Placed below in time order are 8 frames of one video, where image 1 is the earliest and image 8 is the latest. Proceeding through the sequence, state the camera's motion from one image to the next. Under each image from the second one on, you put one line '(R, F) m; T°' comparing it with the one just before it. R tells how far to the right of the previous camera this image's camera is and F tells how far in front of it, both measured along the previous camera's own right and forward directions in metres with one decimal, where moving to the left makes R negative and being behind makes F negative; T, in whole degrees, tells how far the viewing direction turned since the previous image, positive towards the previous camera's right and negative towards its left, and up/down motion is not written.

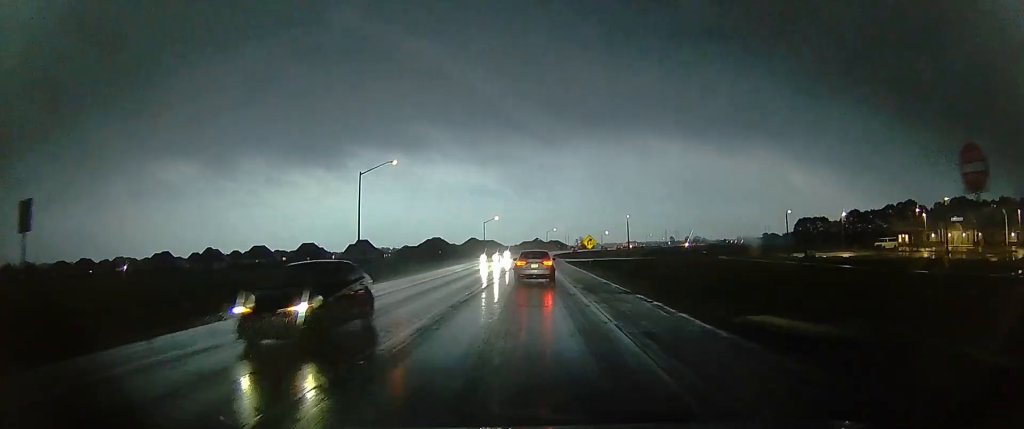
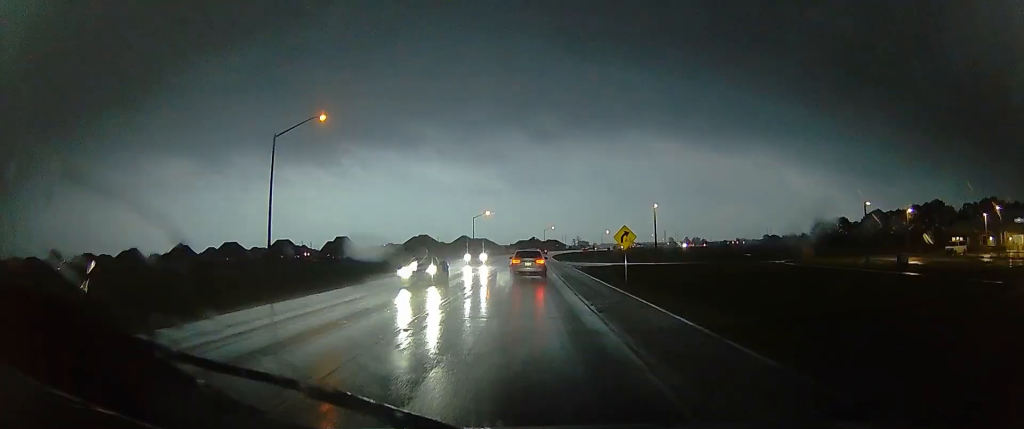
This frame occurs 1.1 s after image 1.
(0.0, +21.0) m; 0°
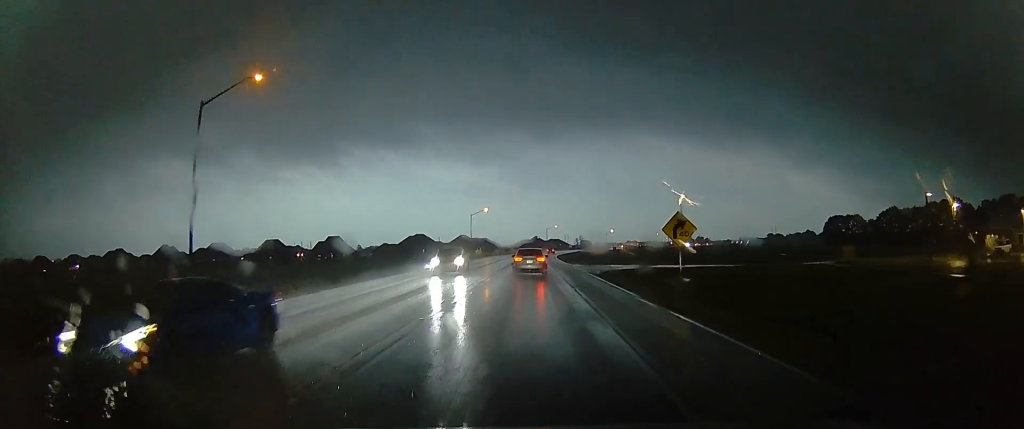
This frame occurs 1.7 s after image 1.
(+0.1, +11.0) m; 0°
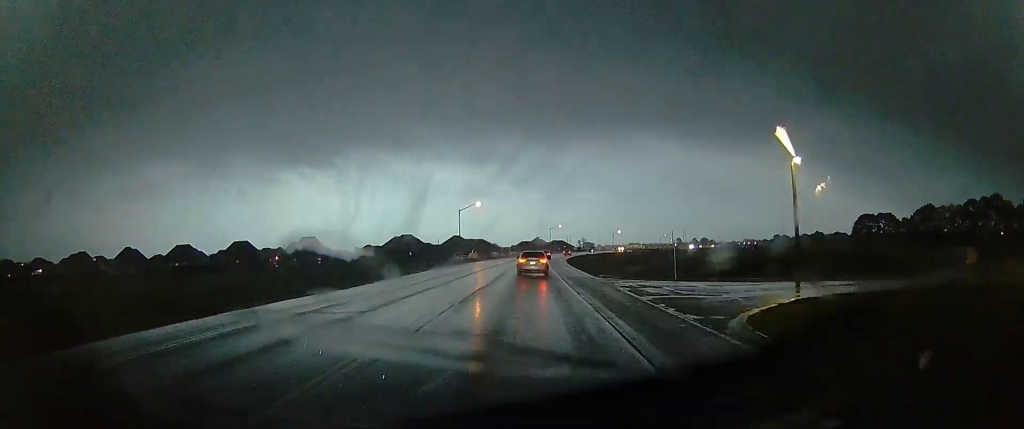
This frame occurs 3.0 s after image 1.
(+0.1, +23.8) m; 0°
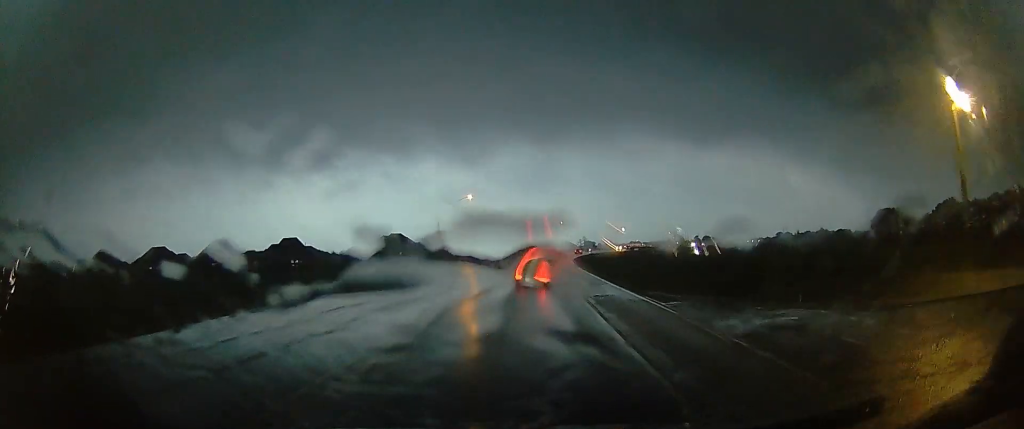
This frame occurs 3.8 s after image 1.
(0.0, +14.1) m; 0°
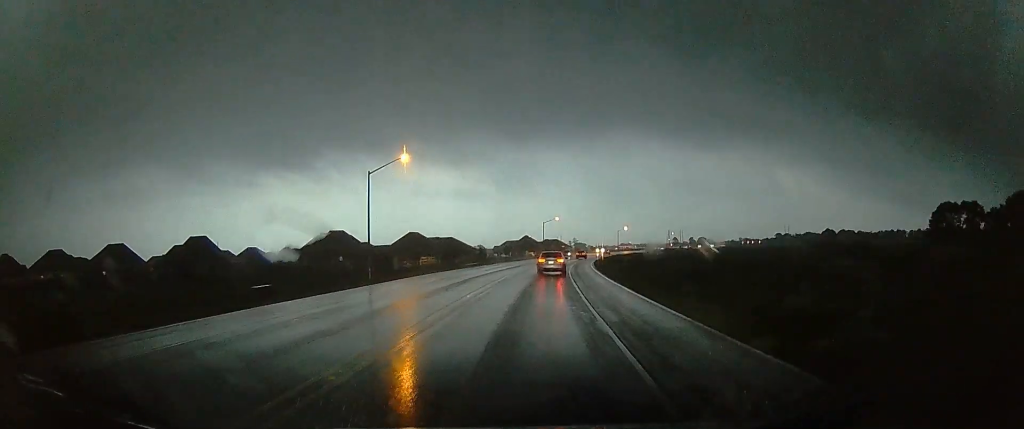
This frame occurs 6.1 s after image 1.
(0.0, +43.0) m; -1°
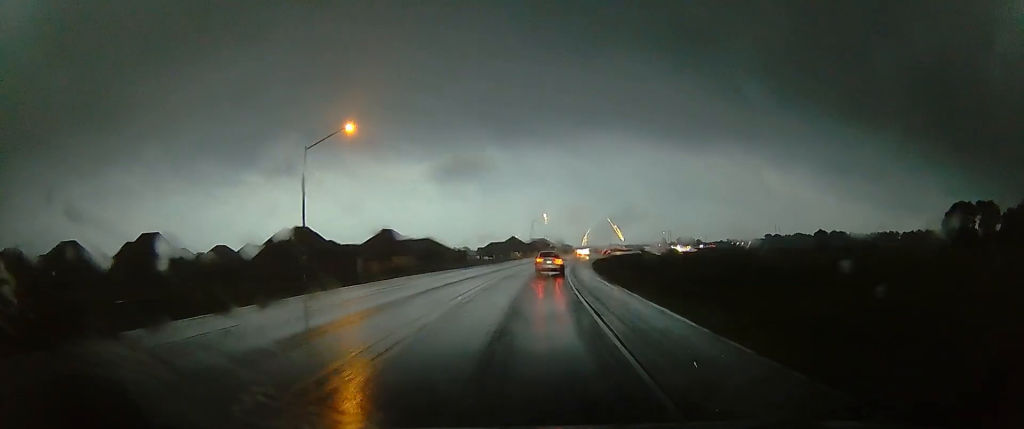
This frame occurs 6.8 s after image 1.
(-0.1, +13.2) m; +2°
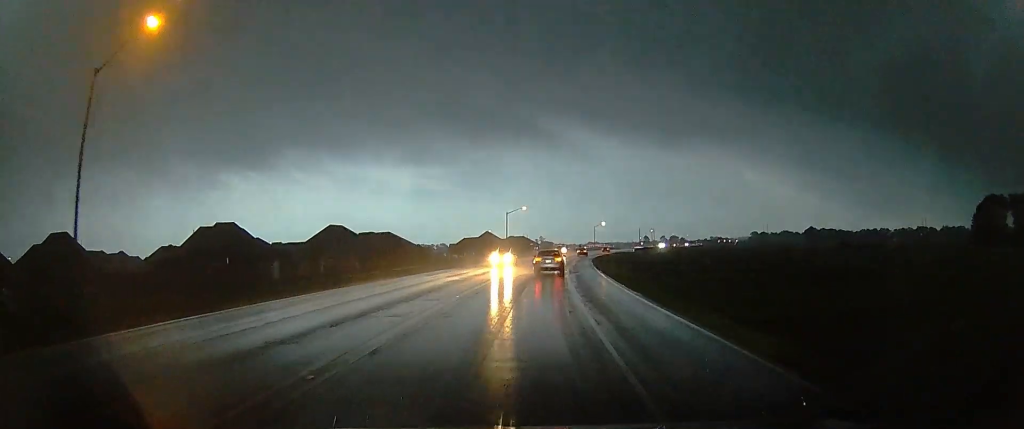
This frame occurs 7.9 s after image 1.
(+1.0, +23.0) m; 0°
